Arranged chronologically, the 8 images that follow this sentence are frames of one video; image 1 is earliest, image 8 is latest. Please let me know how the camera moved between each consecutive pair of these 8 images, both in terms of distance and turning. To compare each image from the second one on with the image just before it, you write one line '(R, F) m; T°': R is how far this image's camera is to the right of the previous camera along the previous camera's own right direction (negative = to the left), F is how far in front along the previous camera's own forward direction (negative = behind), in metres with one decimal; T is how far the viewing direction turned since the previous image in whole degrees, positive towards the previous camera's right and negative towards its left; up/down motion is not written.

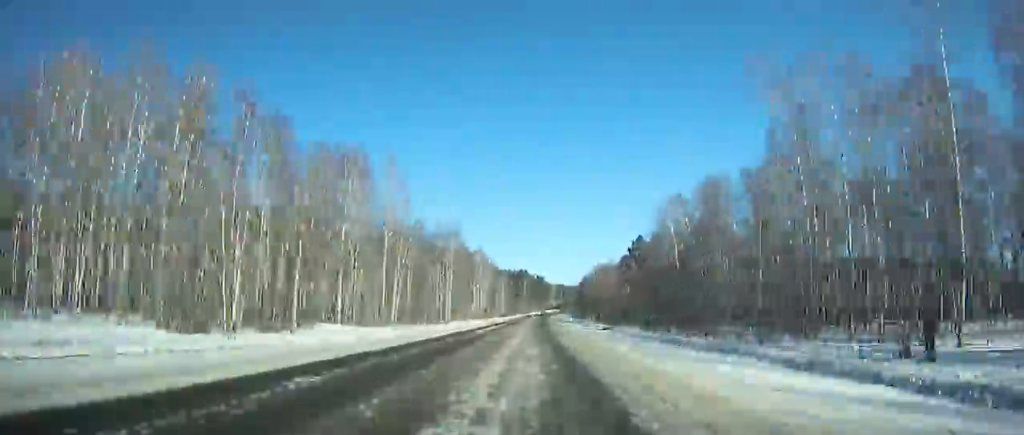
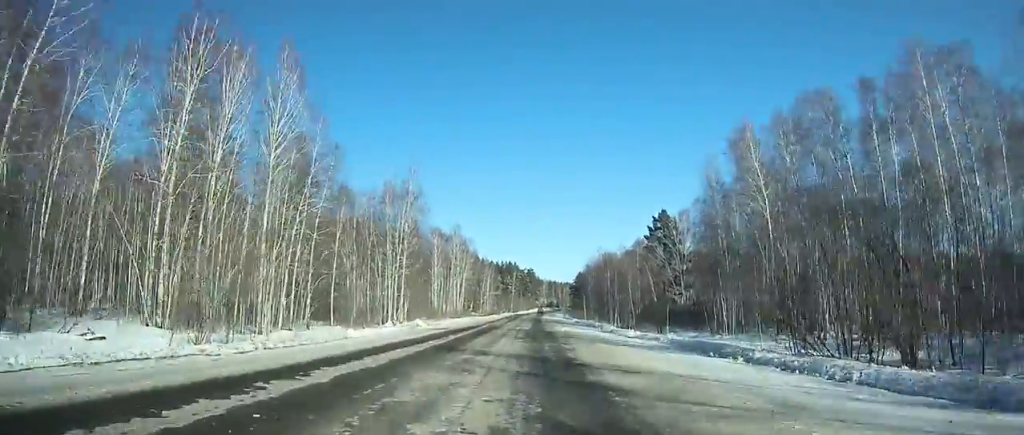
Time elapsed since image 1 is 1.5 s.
(+0.2, +33.2) m; 0°
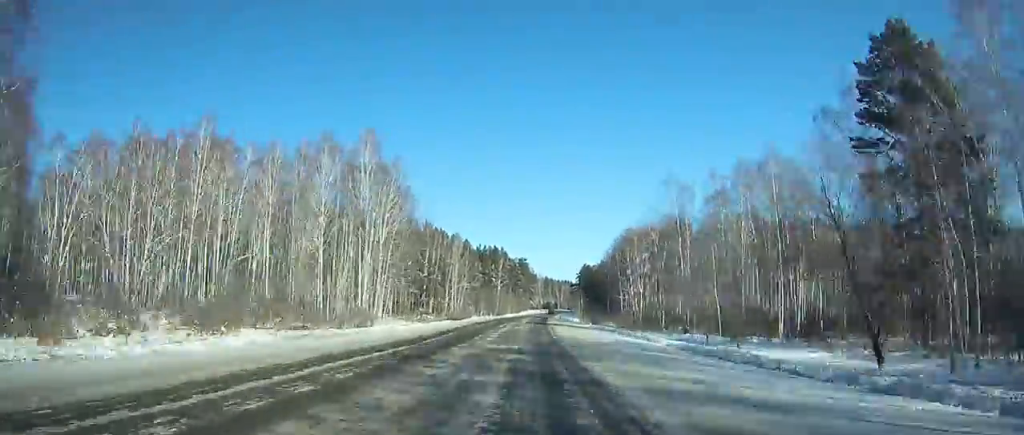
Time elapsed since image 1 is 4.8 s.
(+0.4, +73.1) m; +4°
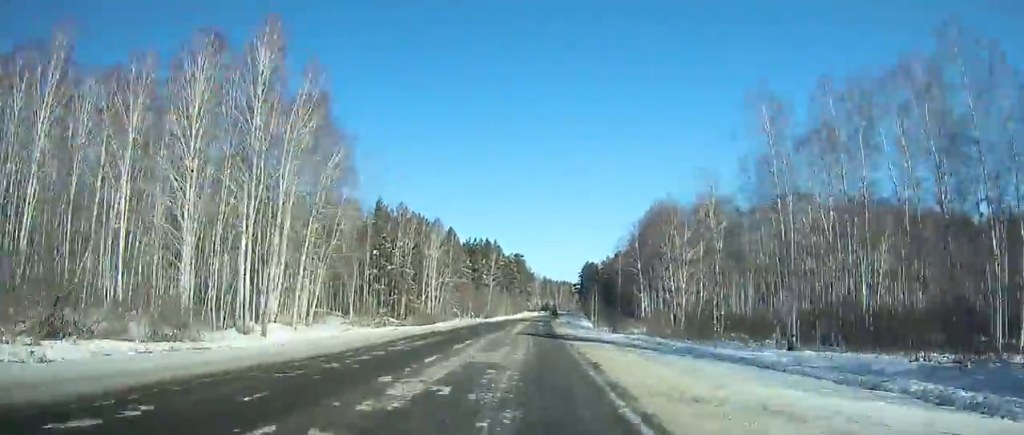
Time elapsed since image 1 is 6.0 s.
(+0.4, +26.5) m; +1°
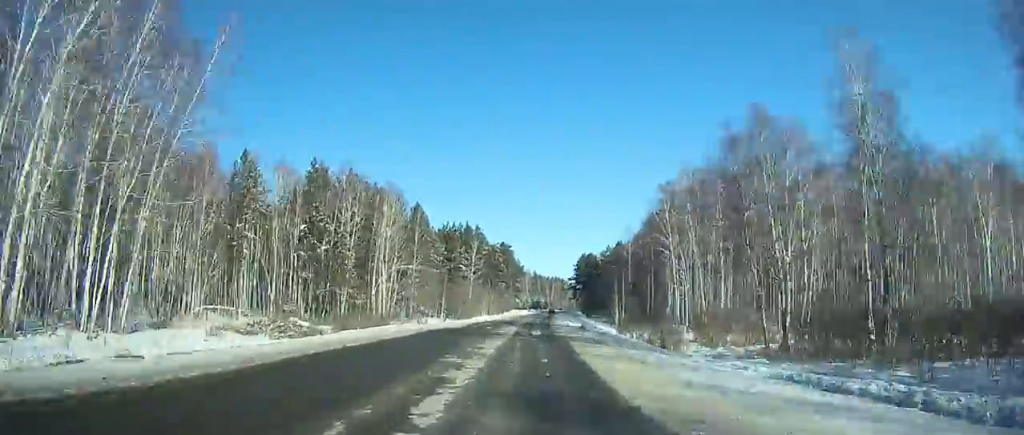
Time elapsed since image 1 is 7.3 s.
(+2.0, +28.7) m; 0°
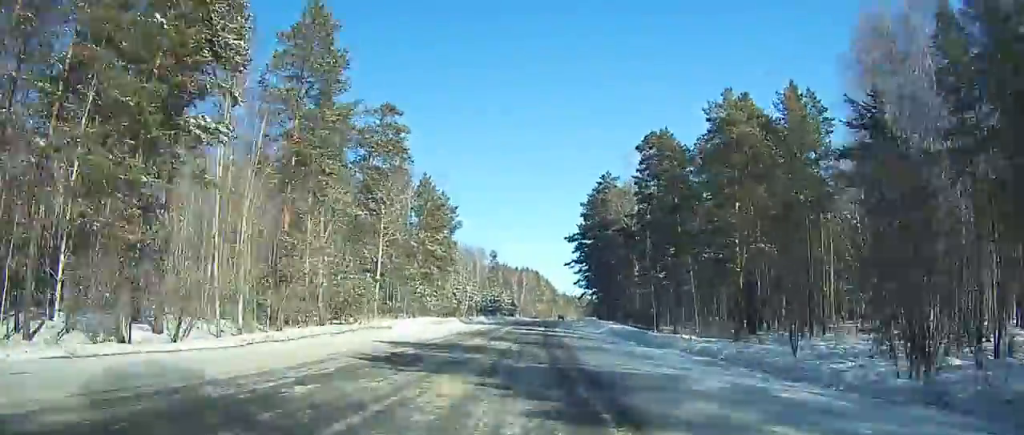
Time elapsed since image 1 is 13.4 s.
(-5.0, +137.1) m; -2°
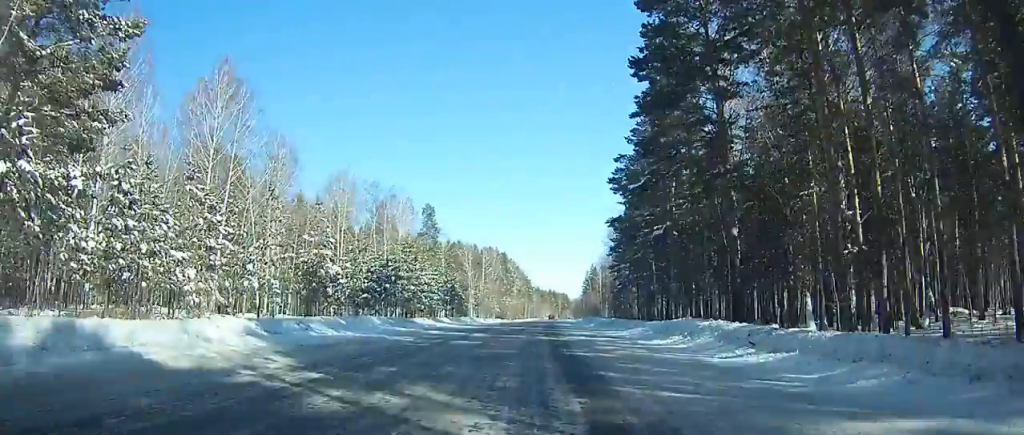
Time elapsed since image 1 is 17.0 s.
(+3.0, +80.6) m; +5°
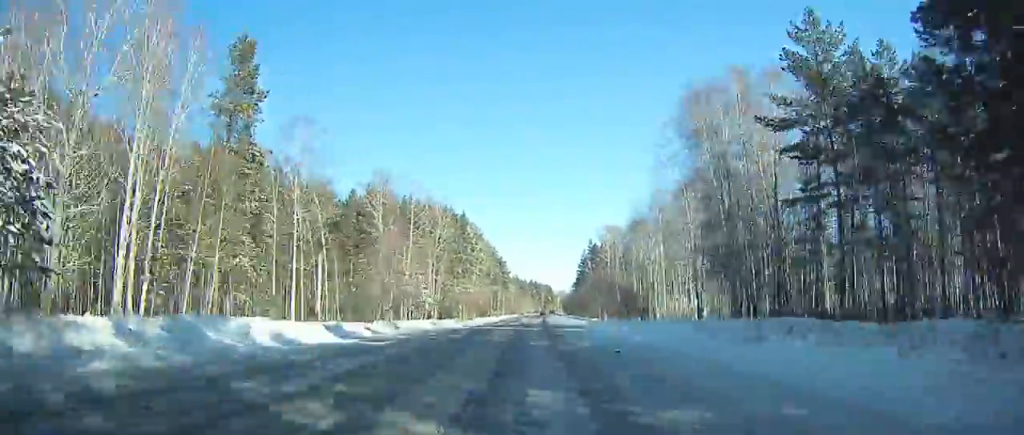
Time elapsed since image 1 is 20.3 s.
(+2.7, +72.7) m; +3°
